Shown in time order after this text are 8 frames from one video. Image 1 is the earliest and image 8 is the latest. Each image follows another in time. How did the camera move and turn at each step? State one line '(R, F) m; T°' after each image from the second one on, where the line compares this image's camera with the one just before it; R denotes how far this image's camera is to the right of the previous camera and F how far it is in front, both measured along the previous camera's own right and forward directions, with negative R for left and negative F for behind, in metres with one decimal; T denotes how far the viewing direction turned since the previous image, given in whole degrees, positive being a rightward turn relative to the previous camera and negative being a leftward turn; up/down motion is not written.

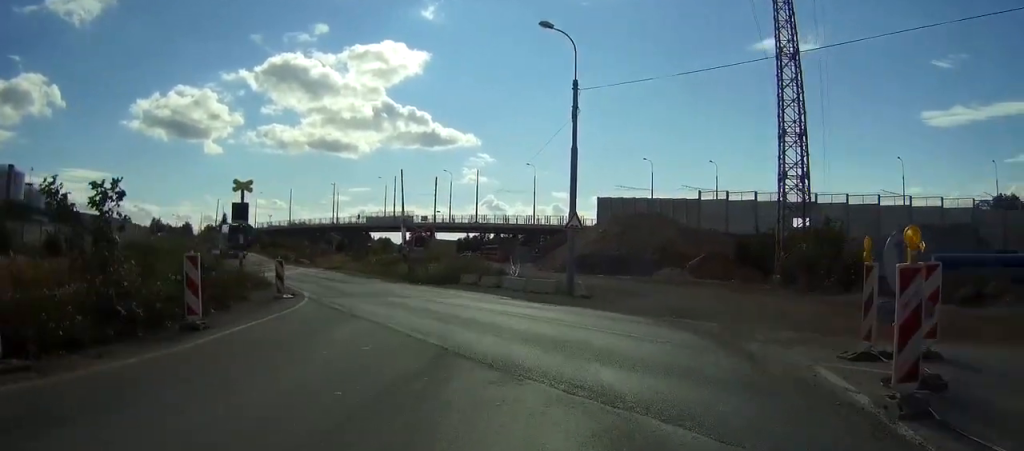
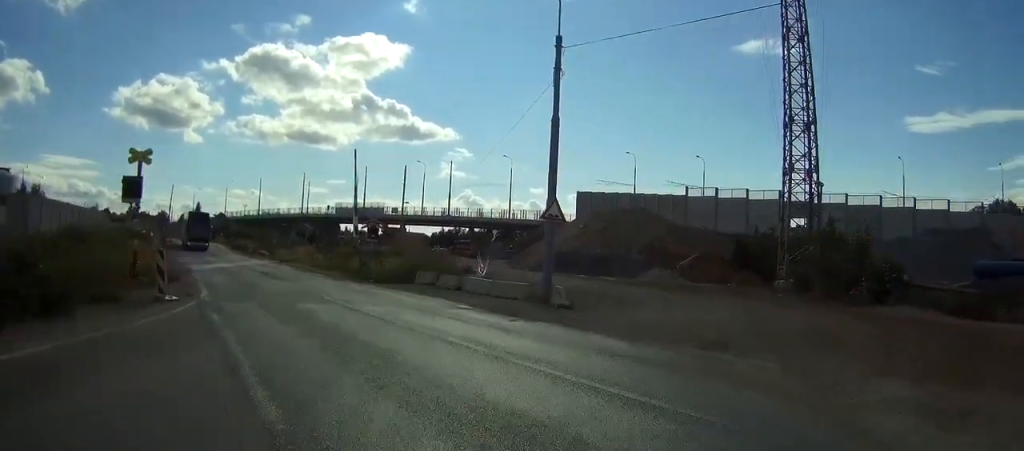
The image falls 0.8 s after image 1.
(+0.4, +6.3) m; +5°
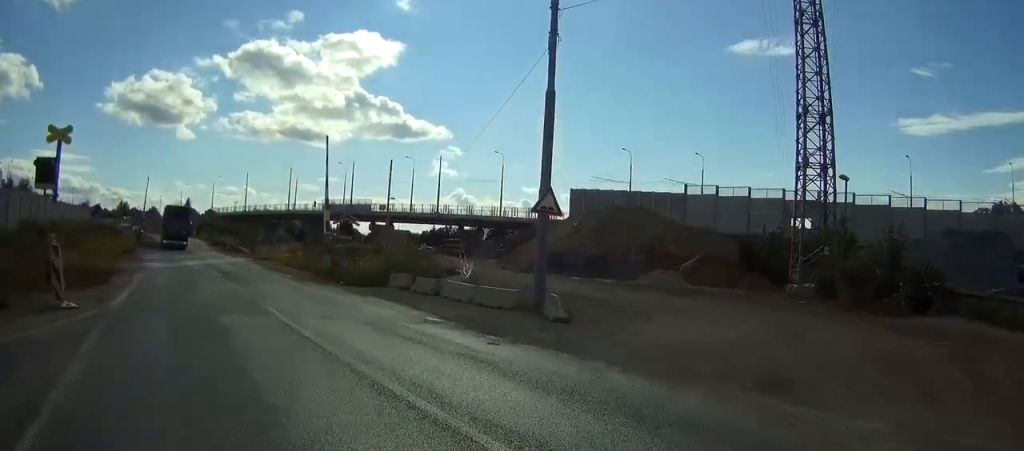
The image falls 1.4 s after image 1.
(+0.1, +4.3) m; +2°
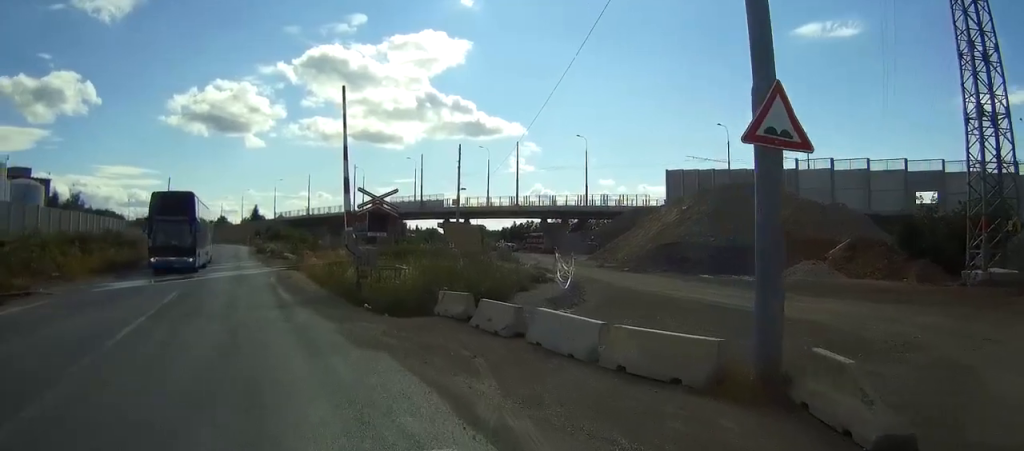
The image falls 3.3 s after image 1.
(-0.9, +12.9) m; -10°
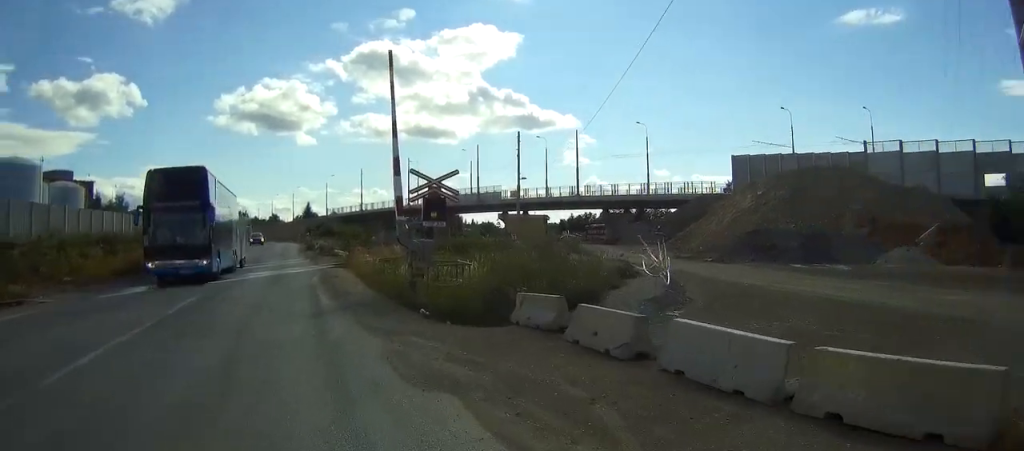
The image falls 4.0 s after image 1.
(0.0, +4.0) m; -2°
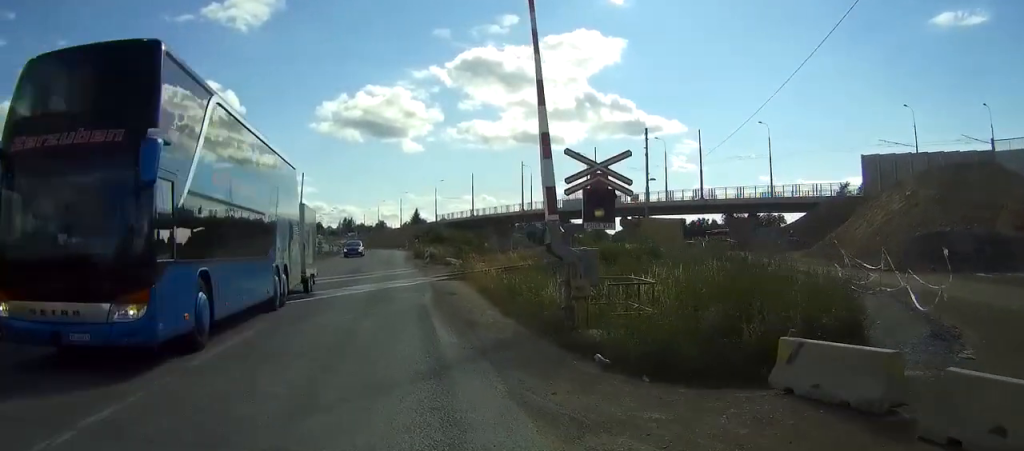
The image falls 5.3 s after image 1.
(-0.4, +6.3) m; -12°
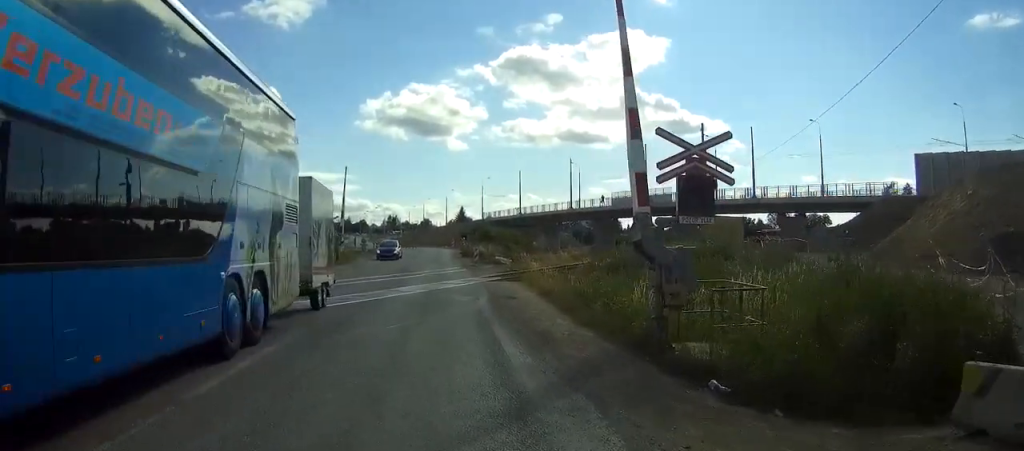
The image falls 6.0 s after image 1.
(-0.4, +2.8) m; -11°
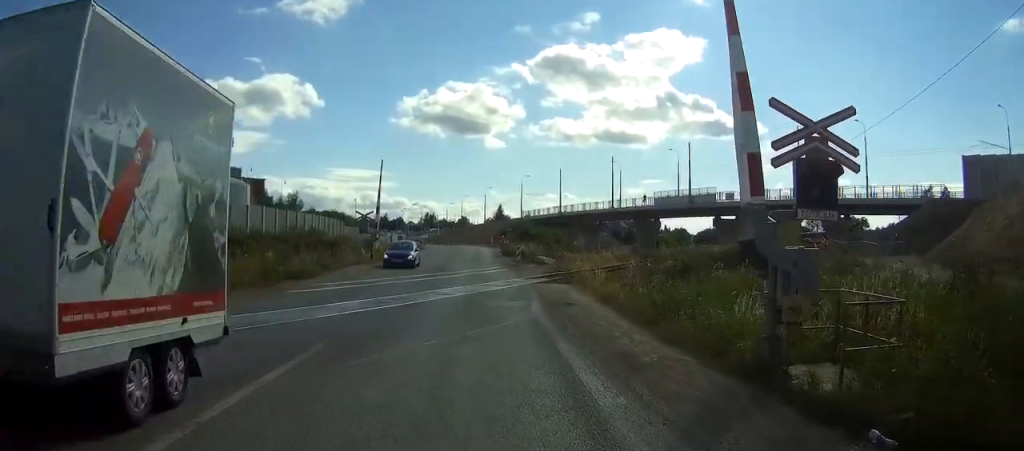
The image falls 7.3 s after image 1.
(-0.6, +3.8) m; -9°
